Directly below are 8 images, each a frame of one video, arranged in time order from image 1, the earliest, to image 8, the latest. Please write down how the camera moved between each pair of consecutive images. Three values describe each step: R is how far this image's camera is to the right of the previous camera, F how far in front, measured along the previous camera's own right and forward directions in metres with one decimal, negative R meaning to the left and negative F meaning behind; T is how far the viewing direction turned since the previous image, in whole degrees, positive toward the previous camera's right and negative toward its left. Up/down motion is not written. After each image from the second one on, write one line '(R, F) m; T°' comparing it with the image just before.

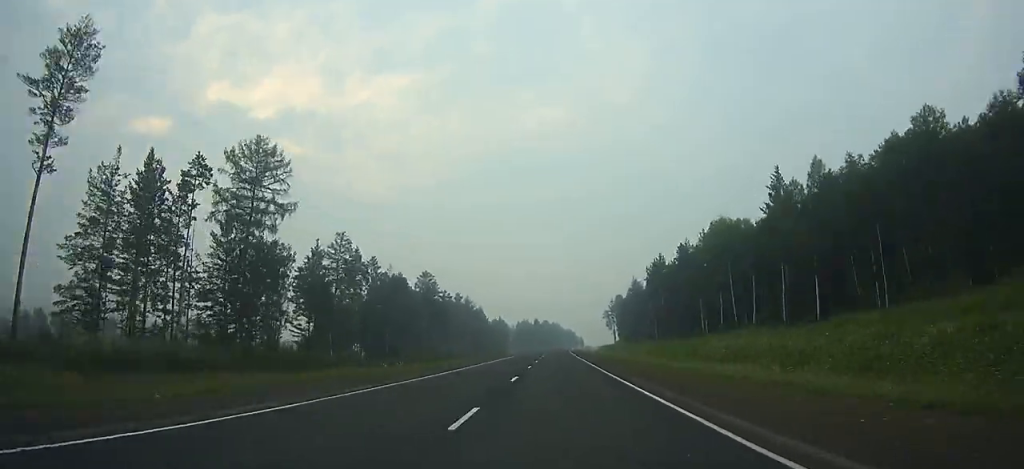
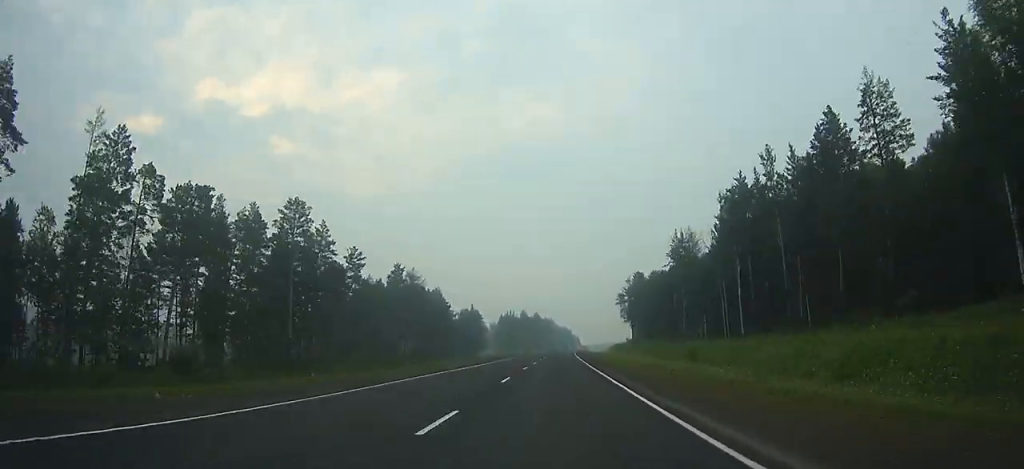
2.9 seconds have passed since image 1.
(+0.6, +82.3) m; +1°
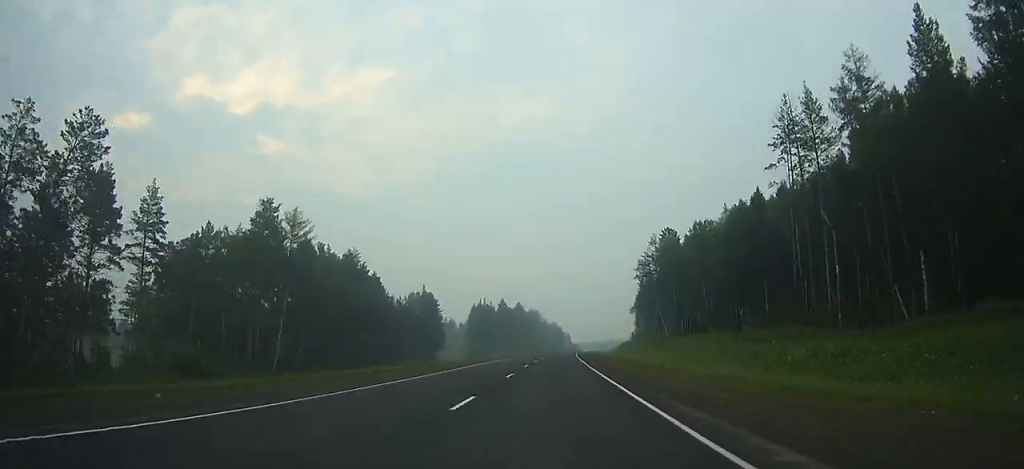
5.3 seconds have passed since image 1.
(+0.5, +71.2) m; +1°
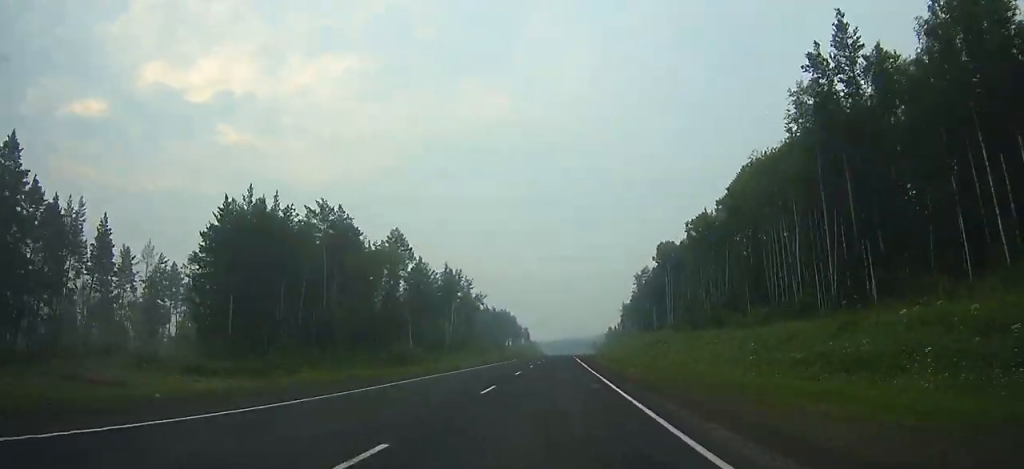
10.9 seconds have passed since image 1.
(+5.2, +163.8) m; +3°
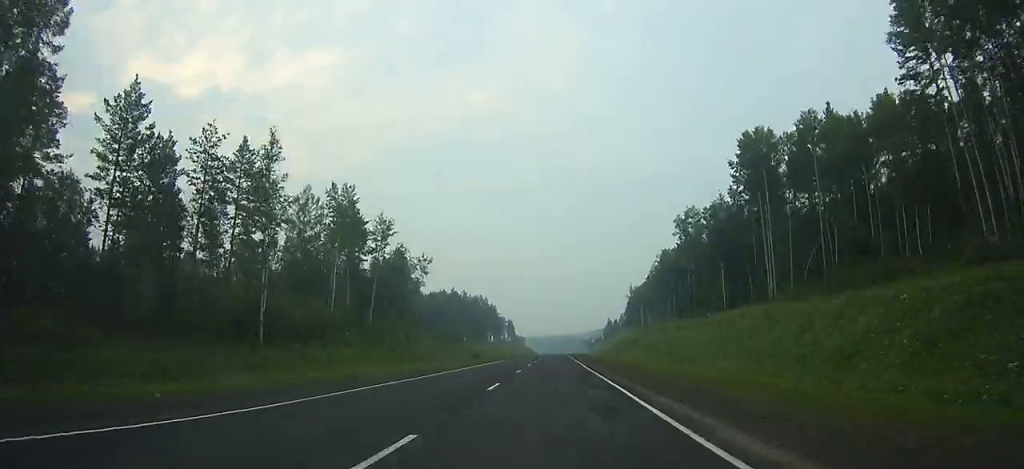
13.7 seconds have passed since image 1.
(+0.8, +79.6) m; +1°
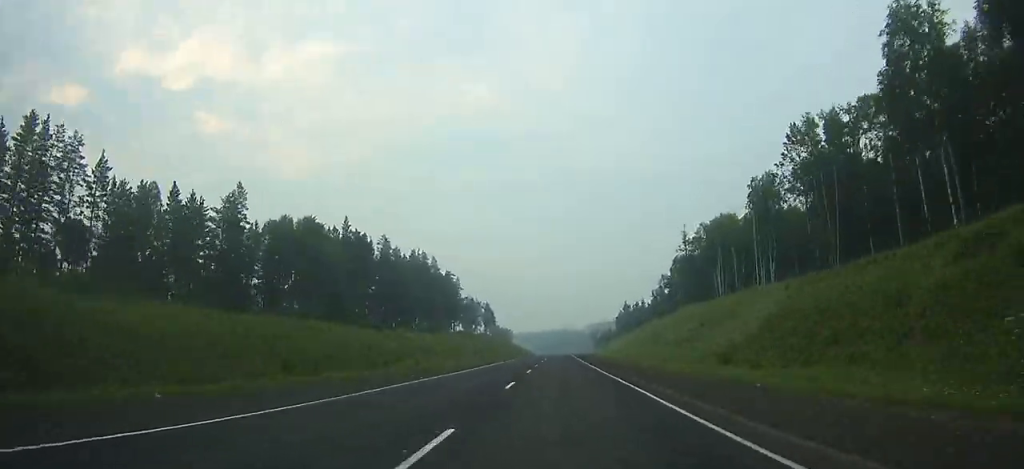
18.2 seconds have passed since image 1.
(+0.7, +126.7) m; +1°
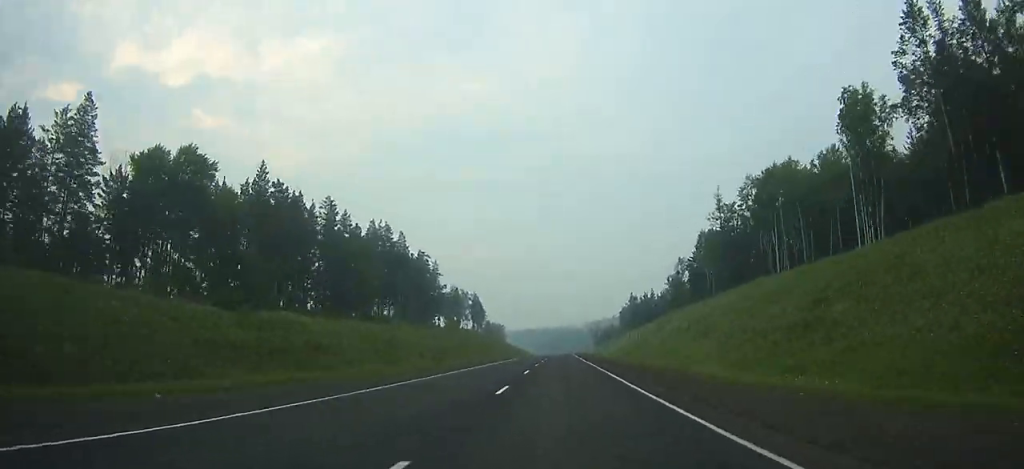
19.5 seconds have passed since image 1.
(+0.2, +38.3) m; 0°
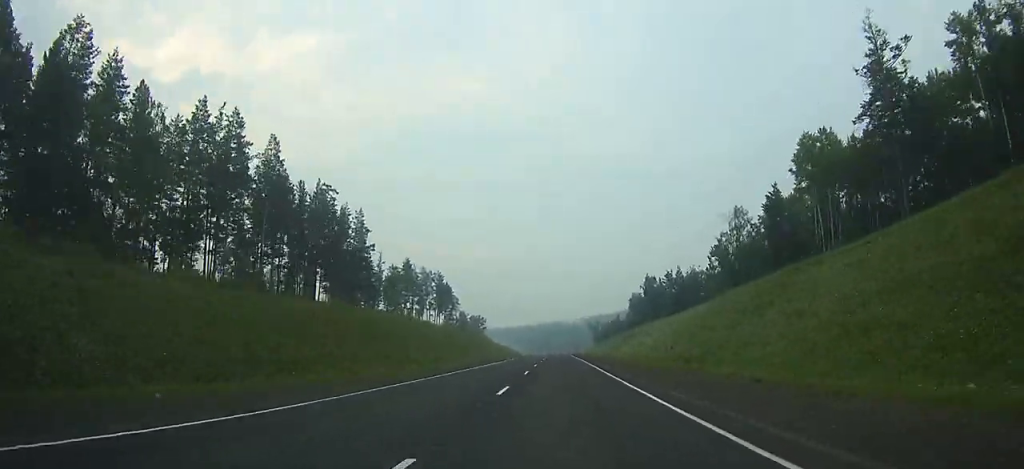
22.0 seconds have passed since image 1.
(+0.4, +73.4) m; 0°
